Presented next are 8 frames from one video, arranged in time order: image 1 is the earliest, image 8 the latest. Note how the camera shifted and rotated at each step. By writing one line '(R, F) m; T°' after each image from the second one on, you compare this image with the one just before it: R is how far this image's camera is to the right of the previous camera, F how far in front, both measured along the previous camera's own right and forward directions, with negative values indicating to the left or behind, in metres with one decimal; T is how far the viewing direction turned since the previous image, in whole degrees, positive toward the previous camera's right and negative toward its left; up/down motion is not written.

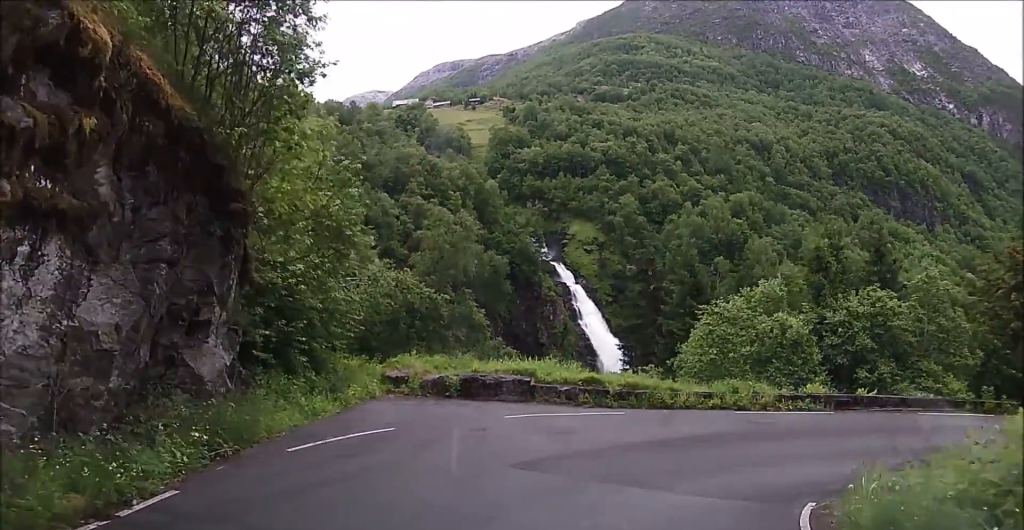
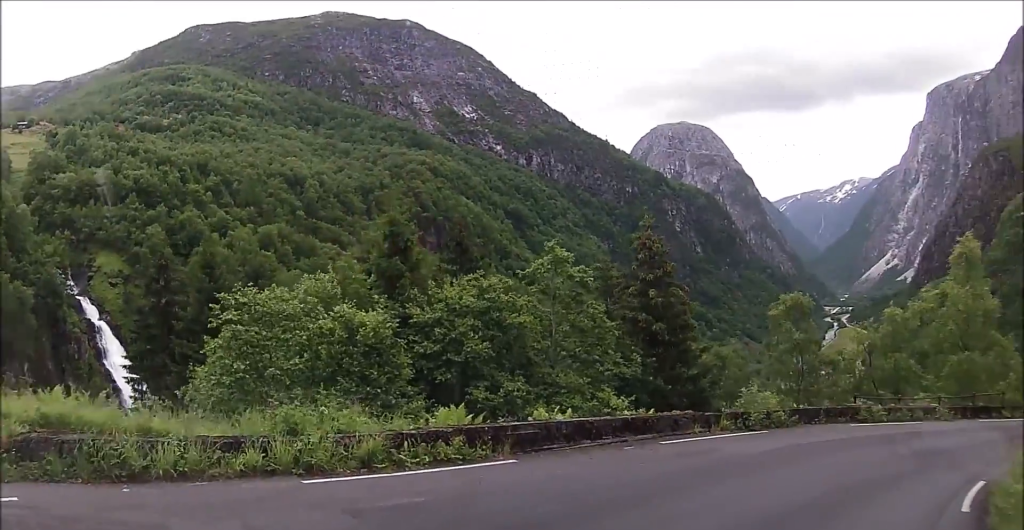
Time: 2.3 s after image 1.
(+2.1, +10.7) m; +39°
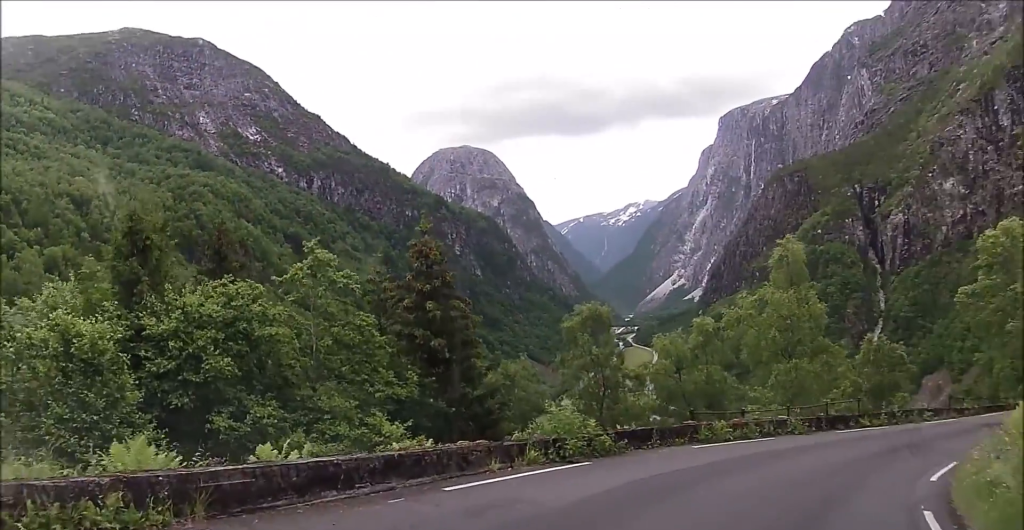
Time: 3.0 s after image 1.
(+0.6, +3.5) m; +27°
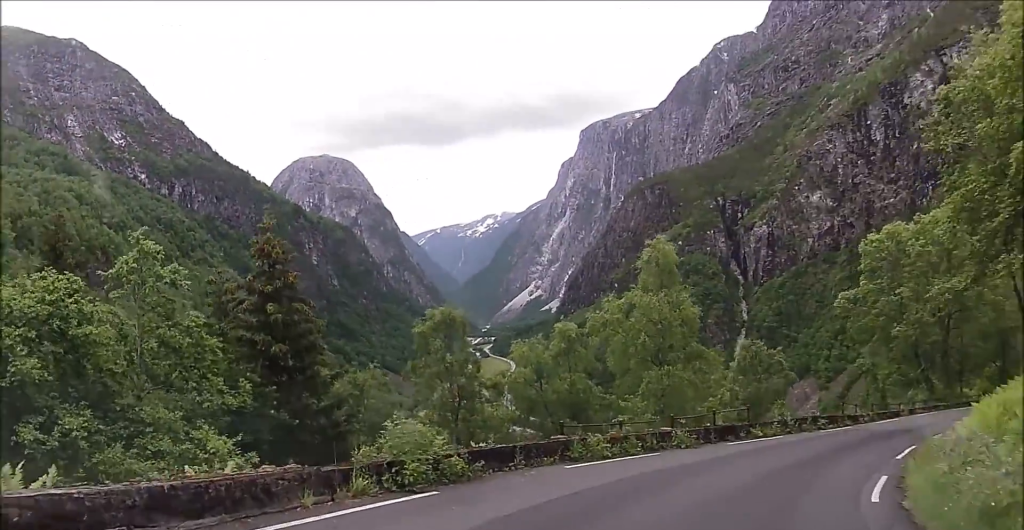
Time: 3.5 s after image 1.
(+0.7, +2.4) m; +16°
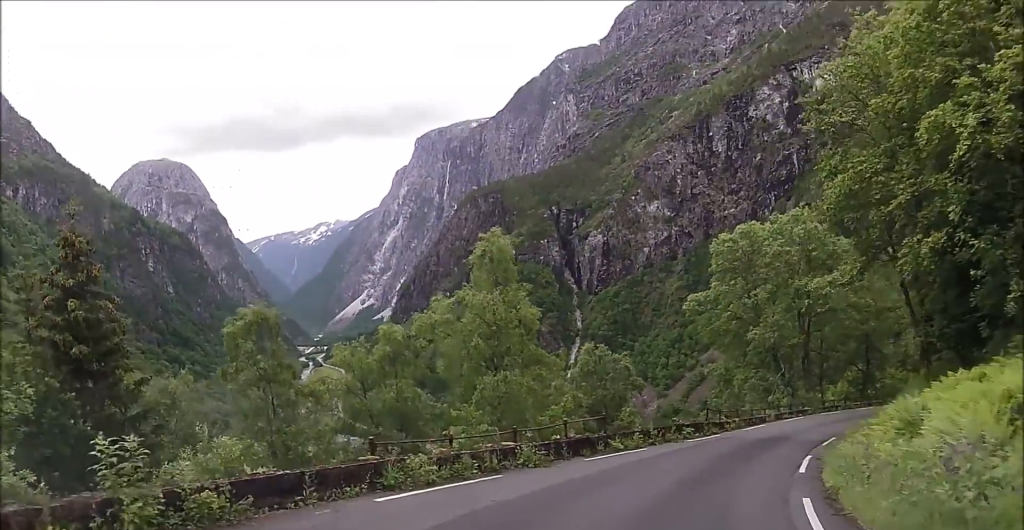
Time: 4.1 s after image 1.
(+0.5, +3.1) m; +11°
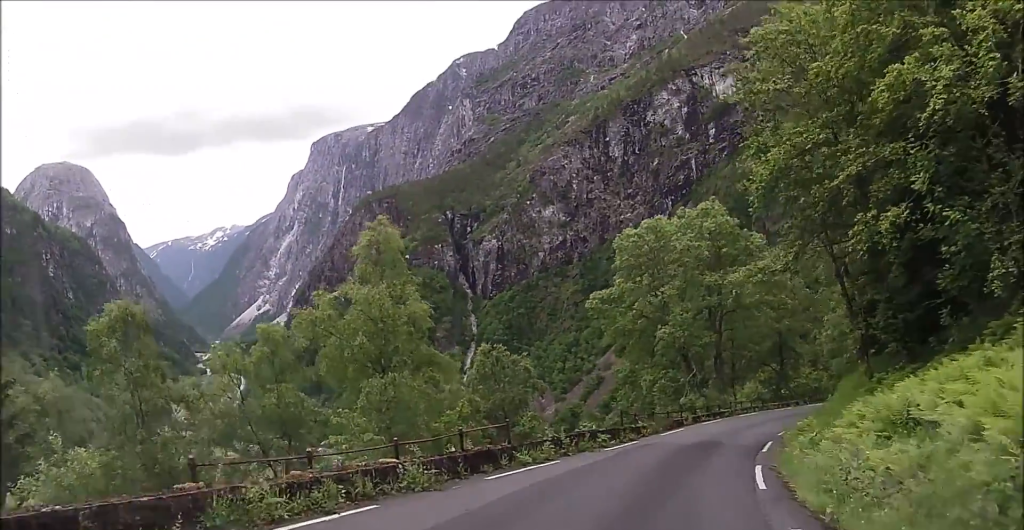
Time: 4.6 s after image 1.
(+0.1, +2.7) m; +6°
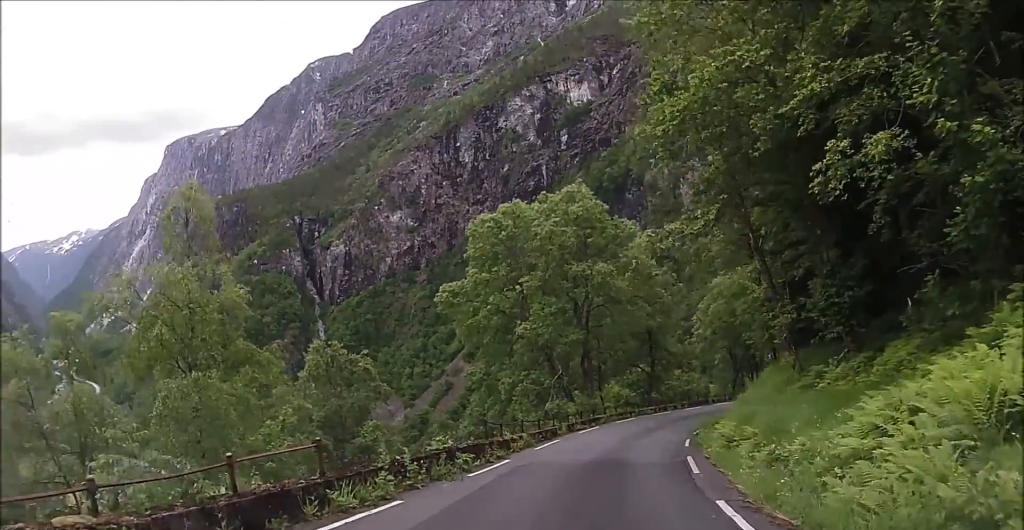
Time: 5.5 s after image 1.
(+0.4, +4.9) m; +11°
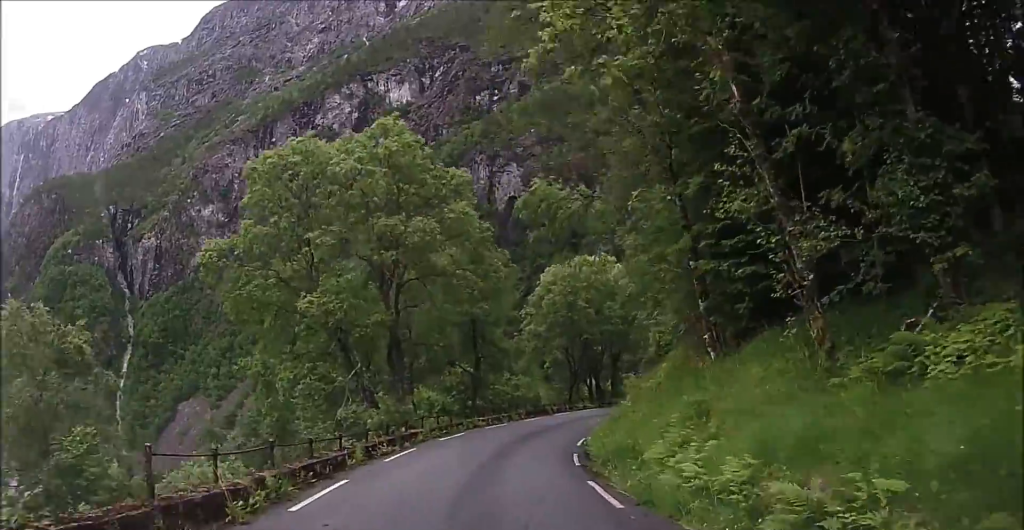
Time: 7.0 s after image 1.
(+1.6, +9.4) m; +15°
